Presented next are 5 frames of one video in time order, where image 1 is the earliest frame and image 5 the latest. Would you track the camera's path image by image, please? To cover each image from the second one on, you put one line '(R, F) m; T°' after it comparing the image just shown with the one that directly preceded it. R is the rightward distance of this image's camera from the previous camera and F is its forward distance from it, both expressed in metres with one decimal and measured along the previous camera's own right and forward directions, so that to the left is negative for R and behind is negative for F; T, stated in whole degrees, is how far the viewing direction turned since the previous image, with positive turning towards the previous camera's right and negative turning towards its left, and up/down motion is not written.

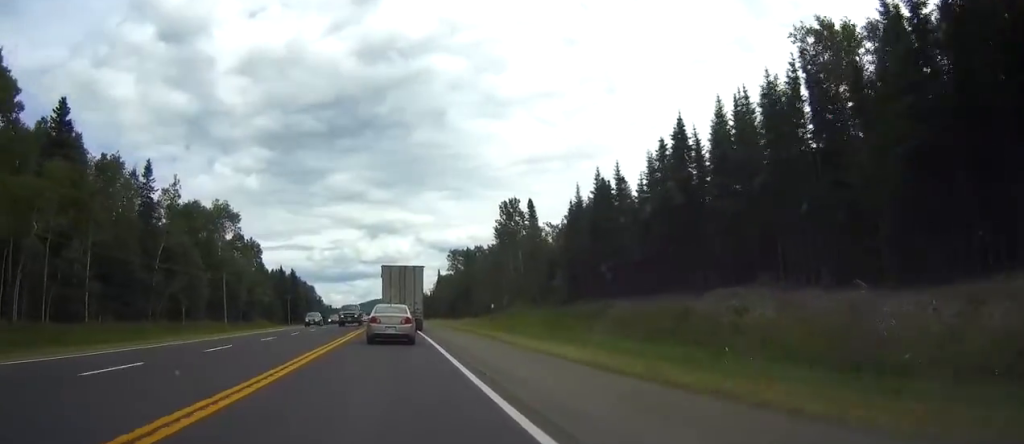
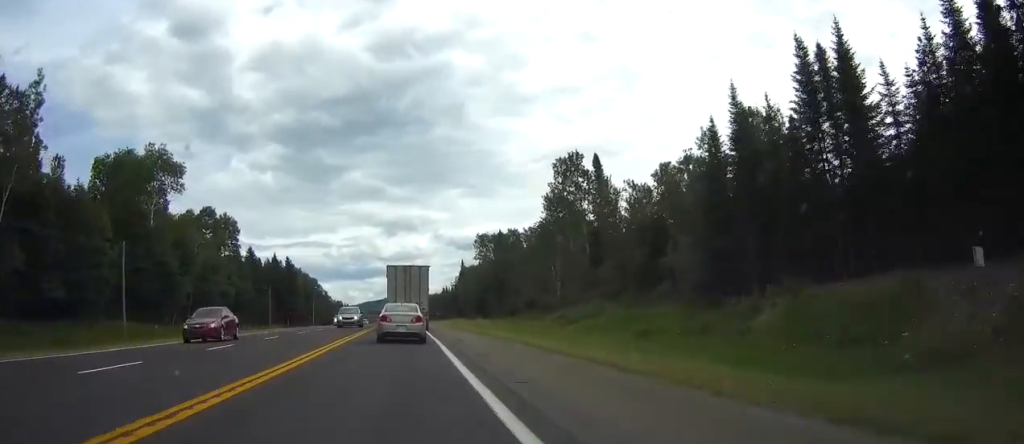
(-0.5, +35.9) m; -1°
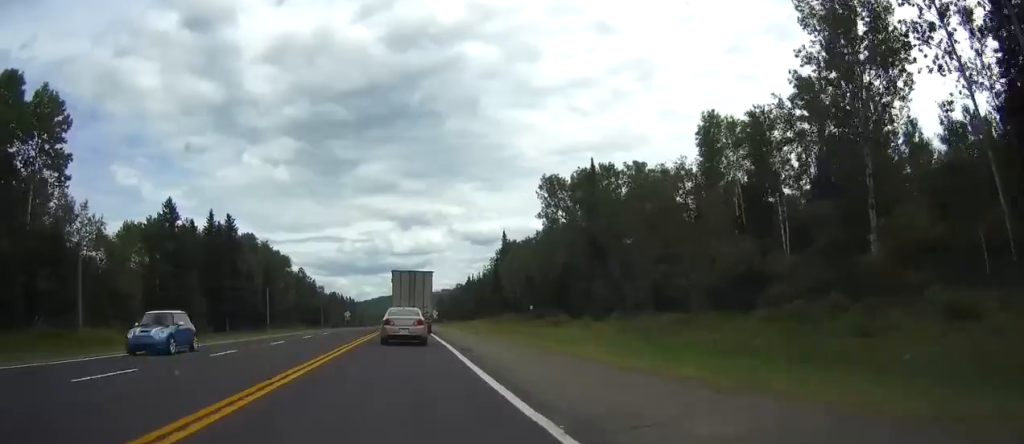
(-1.0, +72.2) m; -1°
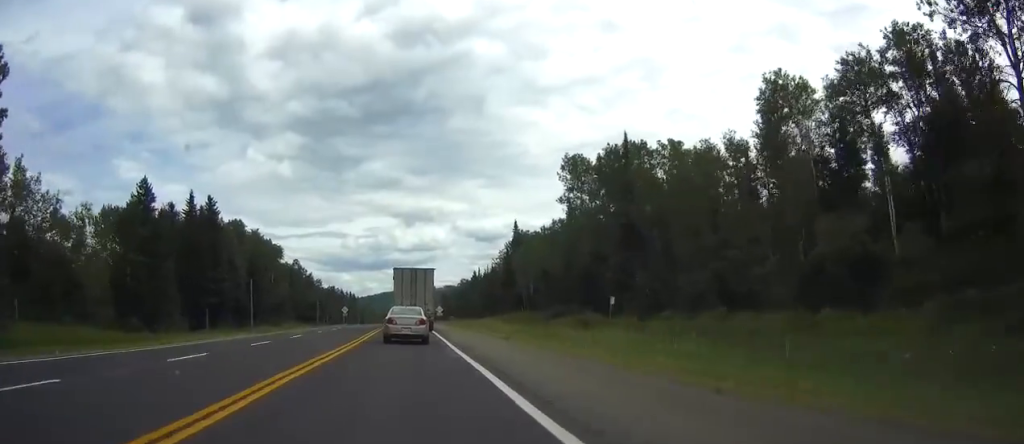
(0.0, +12.8) m; 0°
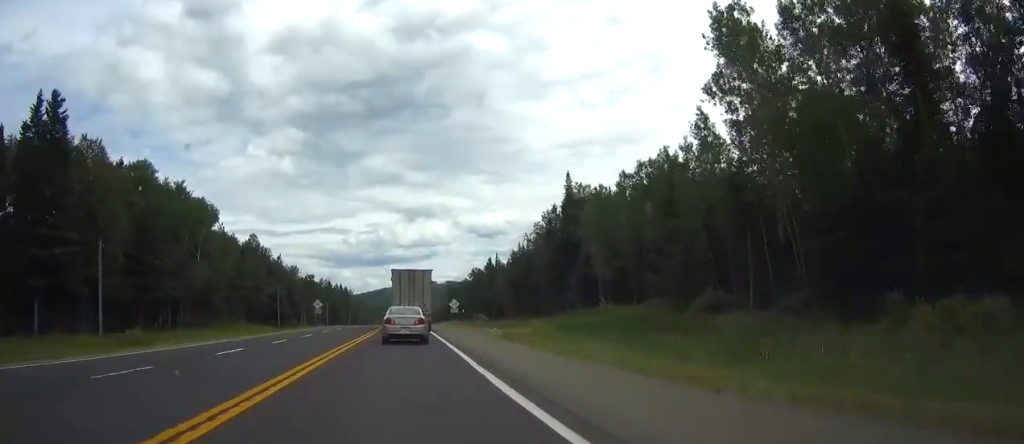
(-0.2, +48.3) m; 0°
